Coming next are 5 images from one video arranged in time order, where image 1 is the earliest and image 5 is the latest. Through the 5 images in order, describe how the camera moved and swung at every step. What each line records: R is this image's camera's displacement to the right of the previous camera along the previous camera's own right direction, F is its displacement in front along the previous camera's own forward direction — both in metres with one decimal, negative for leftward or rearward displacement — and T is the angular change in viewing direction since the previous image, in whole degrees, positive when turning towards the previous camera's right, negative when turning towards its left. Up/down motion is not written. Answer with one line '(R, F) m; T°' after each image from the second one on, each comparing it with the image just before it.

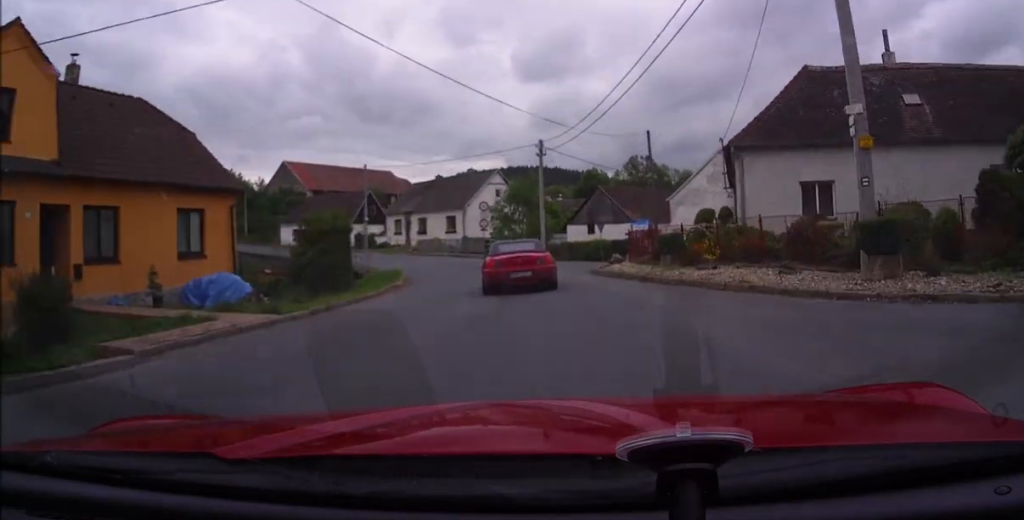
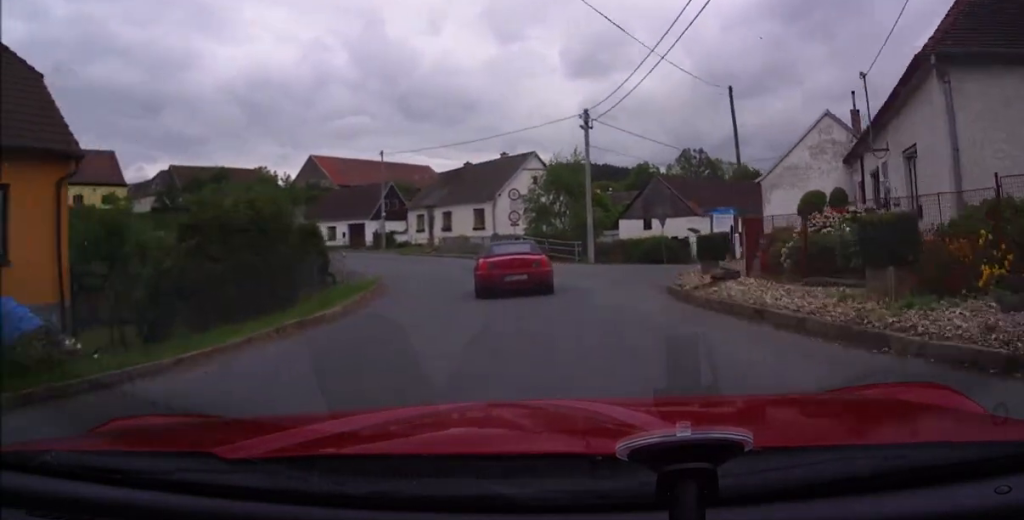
(+0.1, +10.8) m; -3°
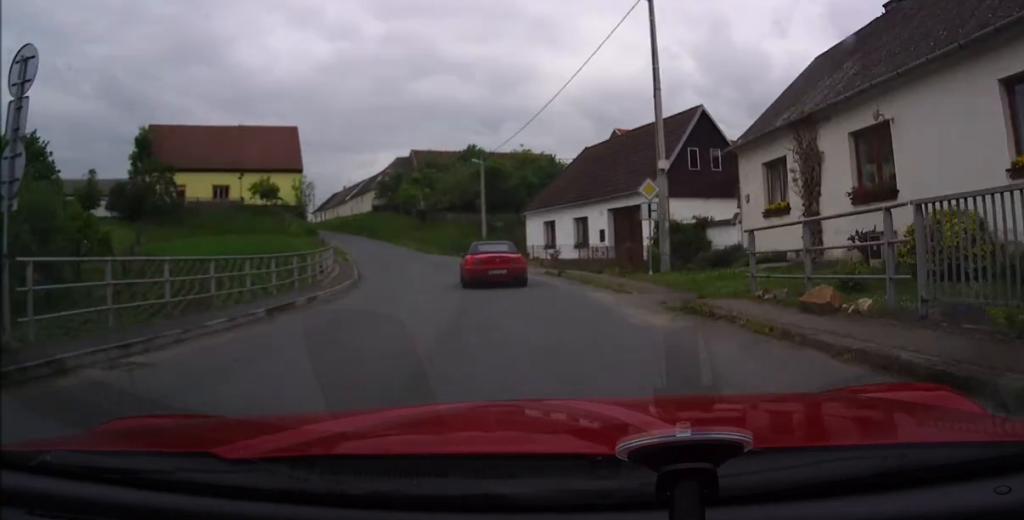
(-8.0, +40.2) m; -31°
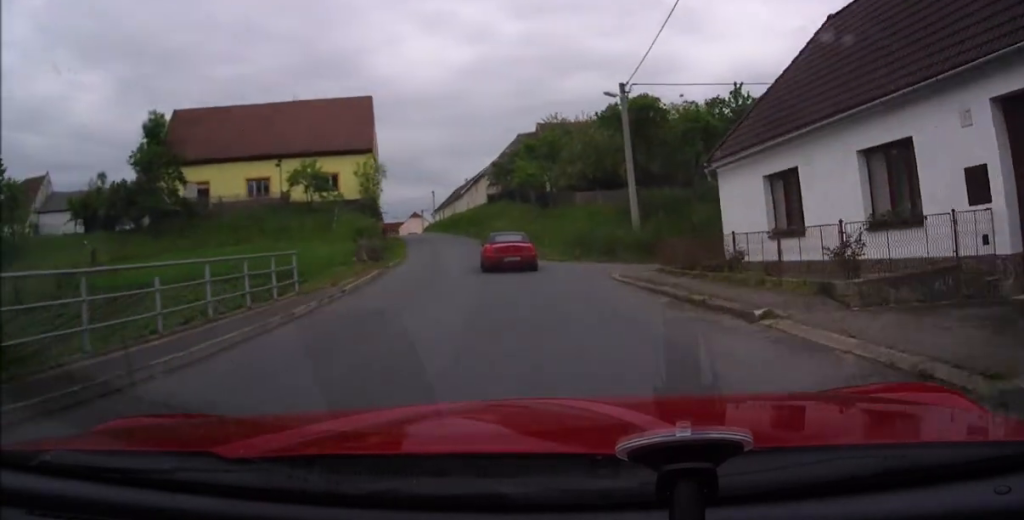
(-2.7, +20.6) m; -15°
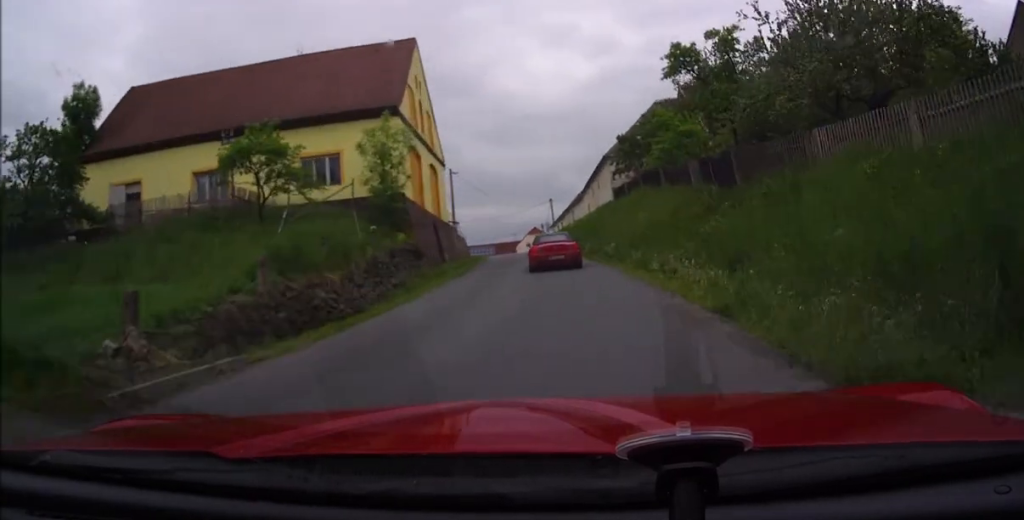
(-2.6, +21.5) m; -9°
